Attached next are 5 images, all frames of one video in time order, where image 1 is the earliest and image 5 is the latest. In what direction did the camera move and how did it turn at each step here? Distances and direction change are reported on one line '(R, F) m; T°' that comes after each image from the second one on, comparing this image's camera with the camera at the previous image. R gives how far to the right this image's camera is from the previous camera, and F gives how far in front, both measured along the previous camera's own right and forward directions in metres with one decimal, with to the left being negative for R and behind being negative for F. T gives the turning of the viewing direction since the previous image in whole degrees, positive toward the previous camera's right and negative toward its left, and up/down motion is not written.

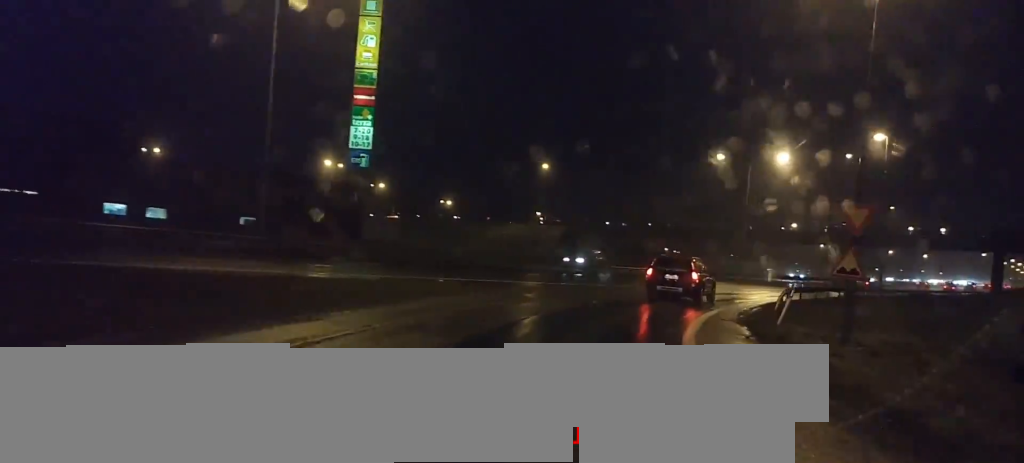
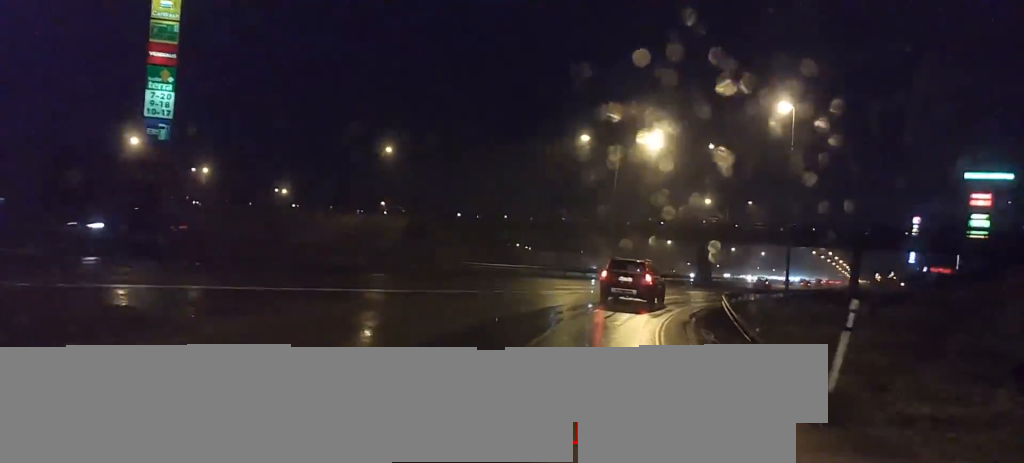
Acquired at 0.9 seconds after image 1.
(+1.0, +12.0) m; +9°
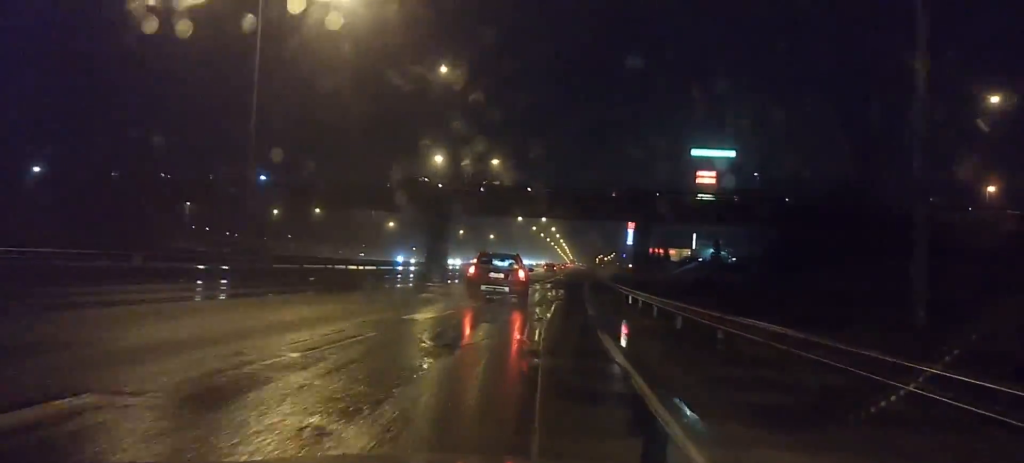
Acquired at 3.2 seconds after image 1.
(+6.4, +34.3) m; +20°
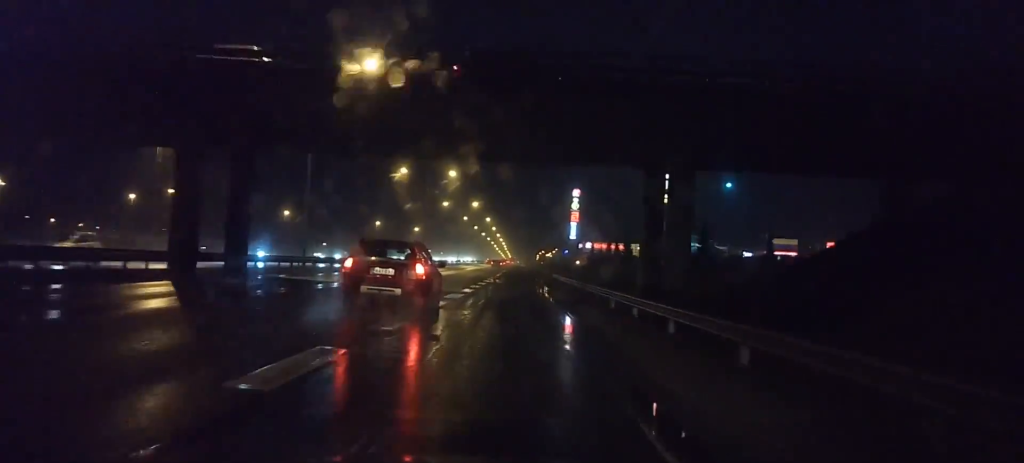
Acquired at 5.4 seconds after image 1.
(+3.7, +38.7) m; +7°
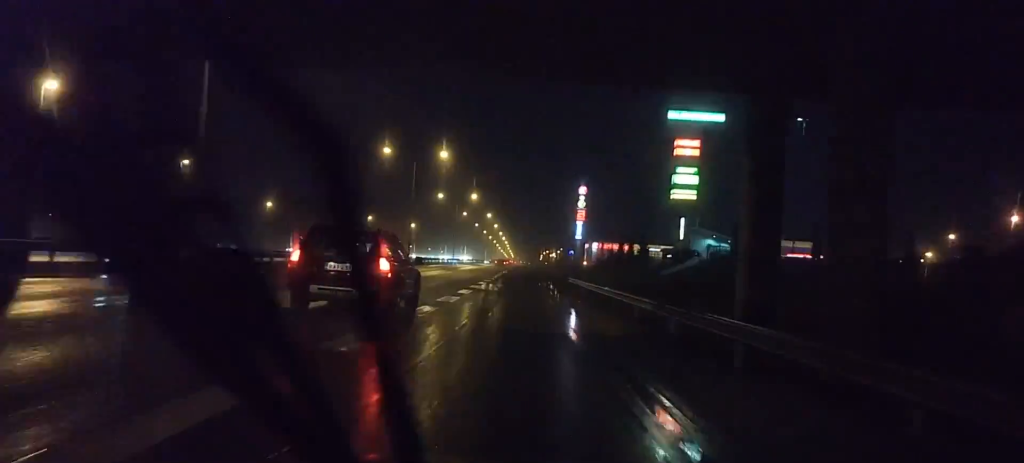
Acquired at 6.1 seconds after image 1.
(+0.2, +15.5) m; +1°
